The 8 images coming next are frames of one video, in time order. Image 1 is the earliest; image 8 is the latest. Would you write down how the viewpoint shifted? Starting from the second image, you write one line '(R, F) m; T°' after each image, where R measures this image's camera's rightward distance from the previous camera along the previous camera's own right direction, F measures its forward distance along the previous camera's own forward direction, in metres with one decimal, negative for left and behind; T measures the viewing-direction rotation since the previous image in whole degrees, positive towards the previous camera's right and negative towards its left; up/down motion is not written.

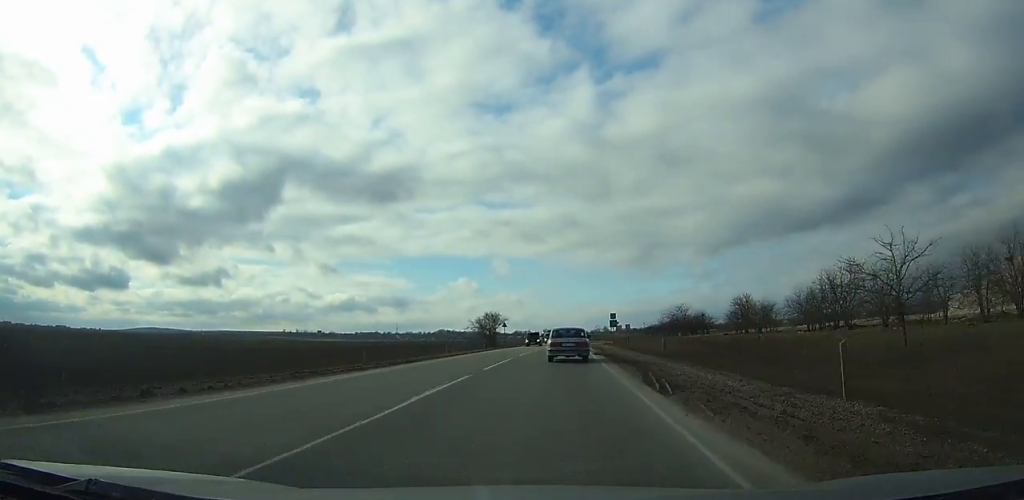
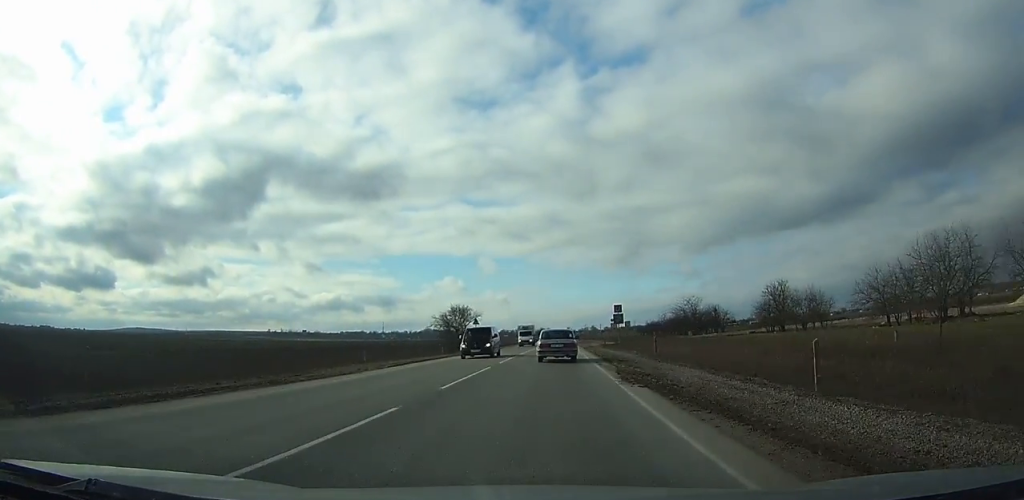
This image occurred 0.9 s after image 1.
(+0.1, +19.3) m; 0°
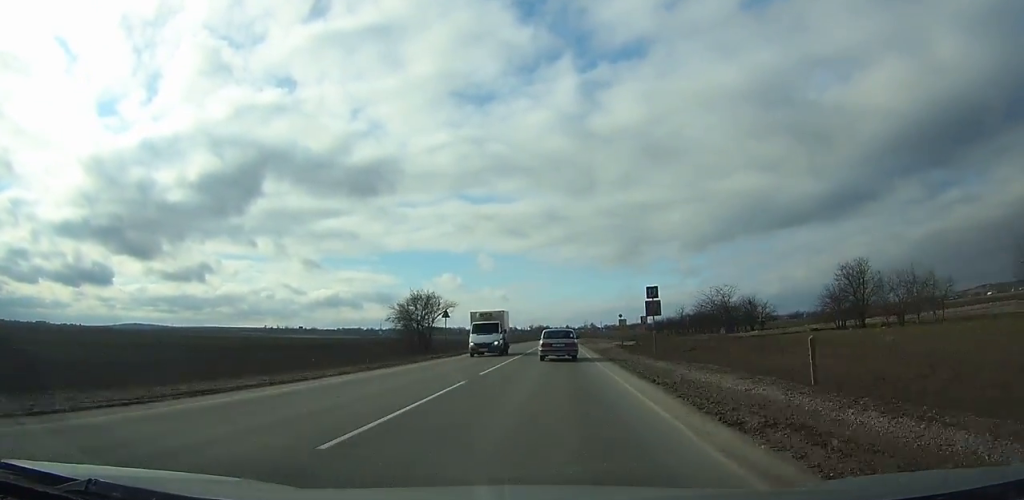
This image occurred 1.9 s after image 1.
(0.0, +19.3) m; 0°
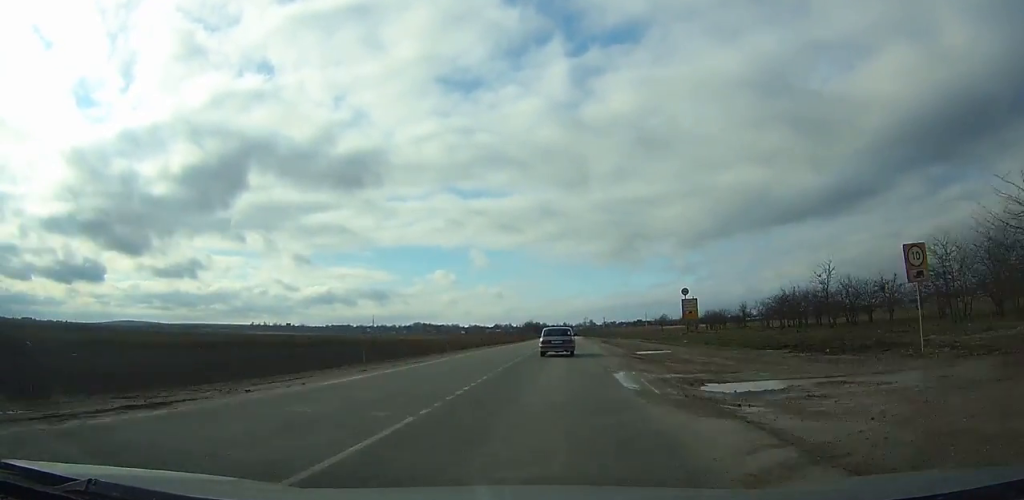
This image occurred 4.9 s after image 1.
(+0.6, +63.4) m; +1°
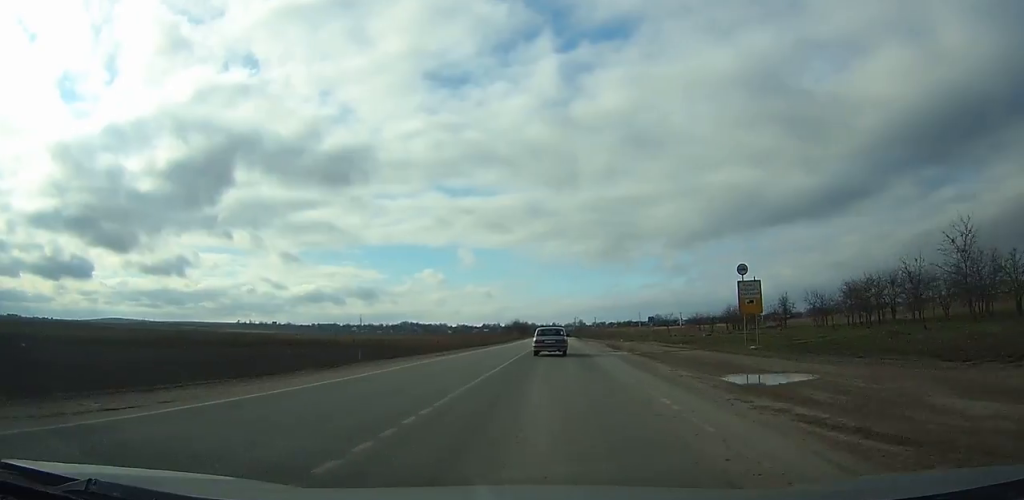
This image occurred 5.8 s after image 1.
(0.0, +20.1) m; 0°
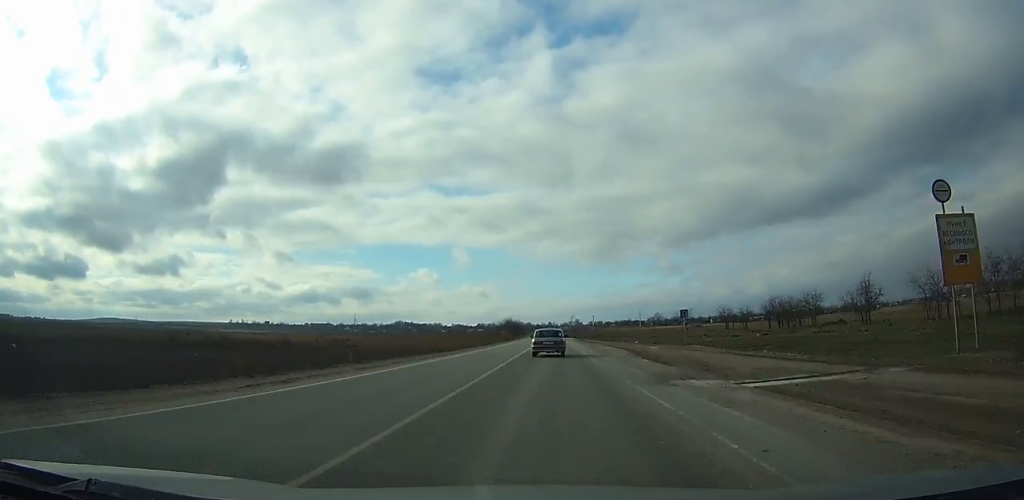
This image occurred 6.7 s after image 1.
(+0.1, +20.2) m; 0°
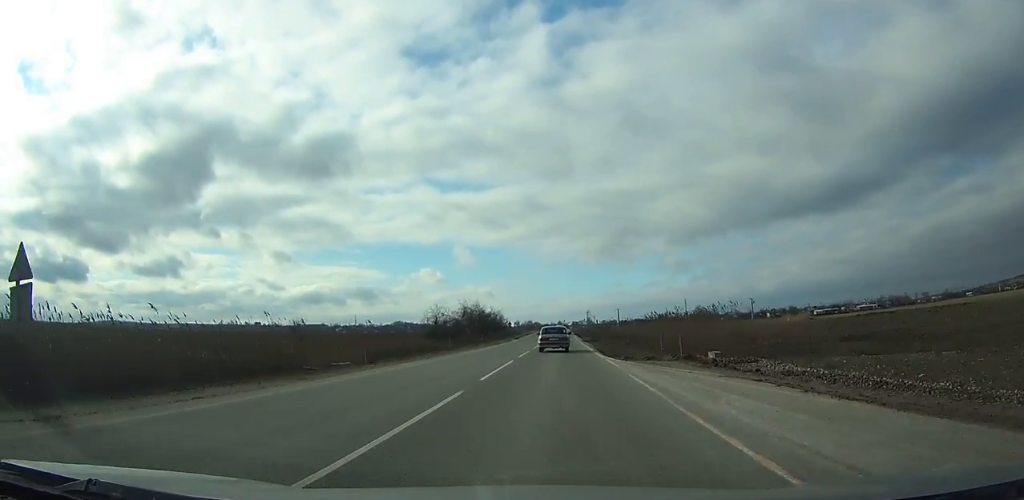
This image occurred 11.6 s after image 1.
(-0.2, +106.8) m; -1°
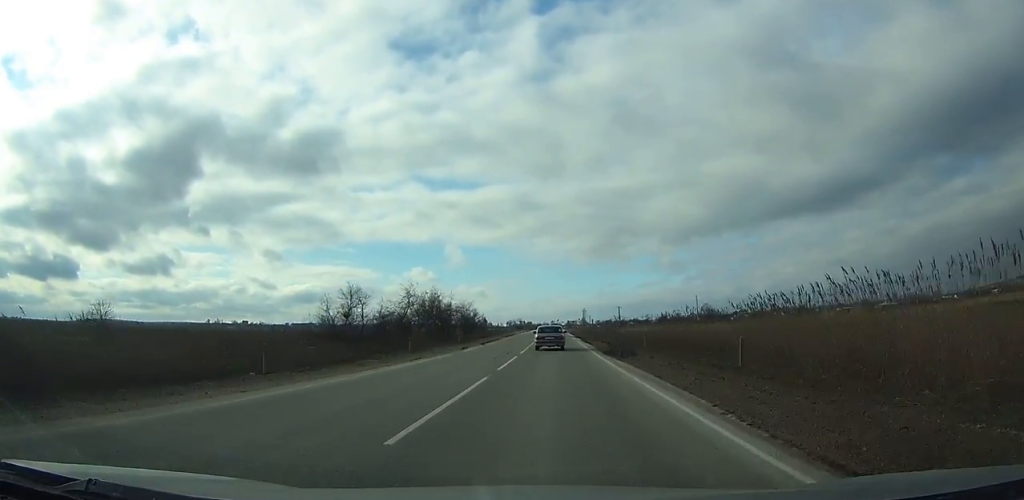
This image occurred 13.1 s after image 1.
(0.0, +32.4) m; 0°
